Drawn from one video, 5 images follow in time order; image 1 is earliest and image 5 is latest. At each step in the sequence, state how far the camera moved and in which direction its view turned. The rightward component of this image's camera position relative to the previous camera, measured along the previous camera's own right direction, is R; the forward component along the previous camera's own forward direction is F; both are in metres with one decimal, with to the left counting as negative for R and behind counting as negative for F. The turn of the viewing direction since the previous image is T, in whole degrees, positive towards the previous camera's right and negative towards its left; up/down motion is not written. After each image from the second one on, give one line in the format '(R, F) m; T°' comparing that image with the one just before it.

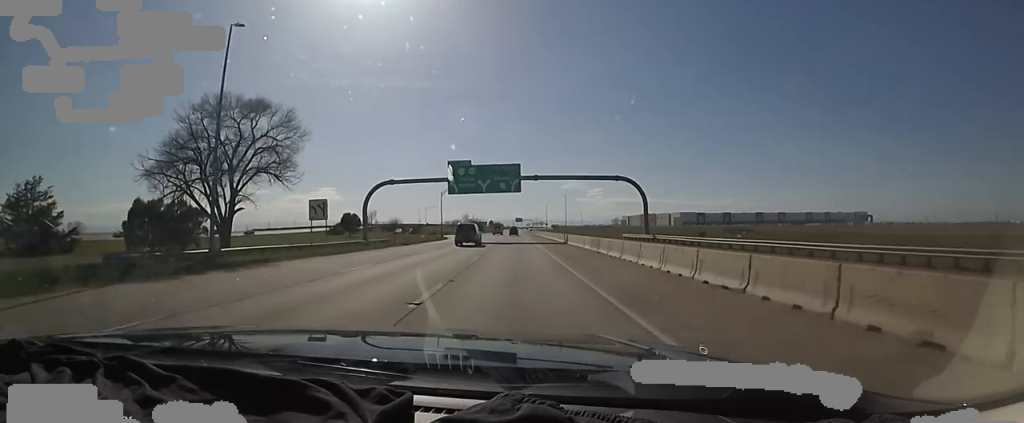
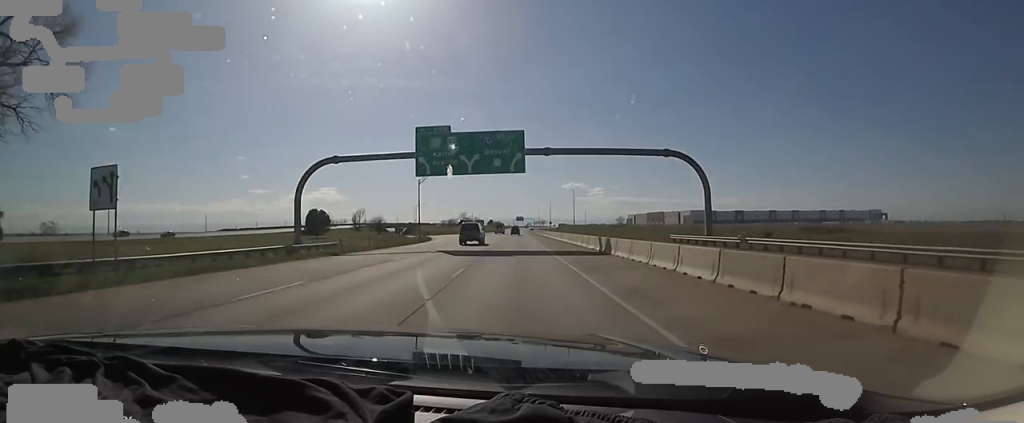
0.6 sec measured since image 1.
(+0.1, +19.7) m; 0°
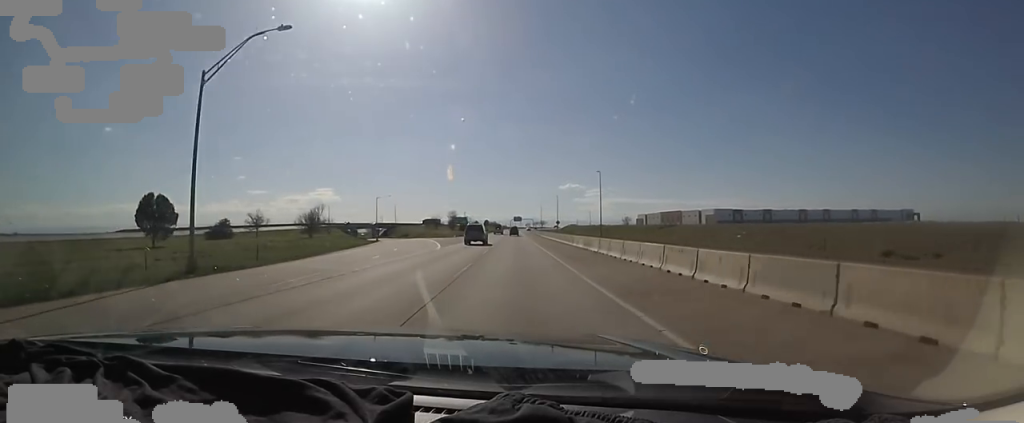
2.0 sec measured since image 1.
(-0.2, +44.5) m; 0°
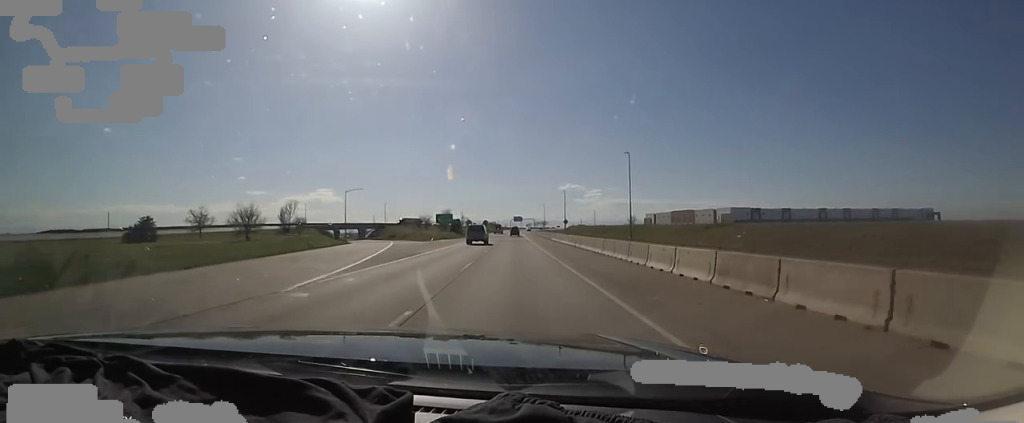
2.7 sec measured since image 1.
(+0.1, +22.5) m; -1°
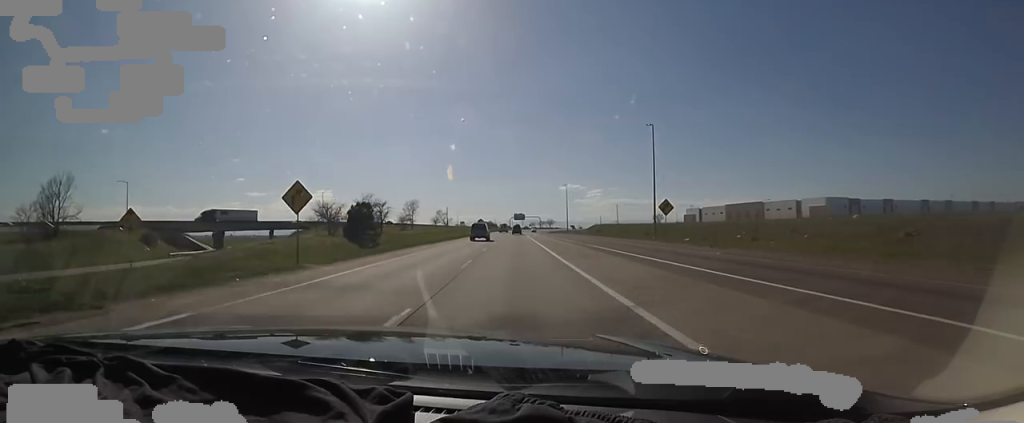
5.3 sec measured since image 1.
(+0.4, +84.8) m; +1°
